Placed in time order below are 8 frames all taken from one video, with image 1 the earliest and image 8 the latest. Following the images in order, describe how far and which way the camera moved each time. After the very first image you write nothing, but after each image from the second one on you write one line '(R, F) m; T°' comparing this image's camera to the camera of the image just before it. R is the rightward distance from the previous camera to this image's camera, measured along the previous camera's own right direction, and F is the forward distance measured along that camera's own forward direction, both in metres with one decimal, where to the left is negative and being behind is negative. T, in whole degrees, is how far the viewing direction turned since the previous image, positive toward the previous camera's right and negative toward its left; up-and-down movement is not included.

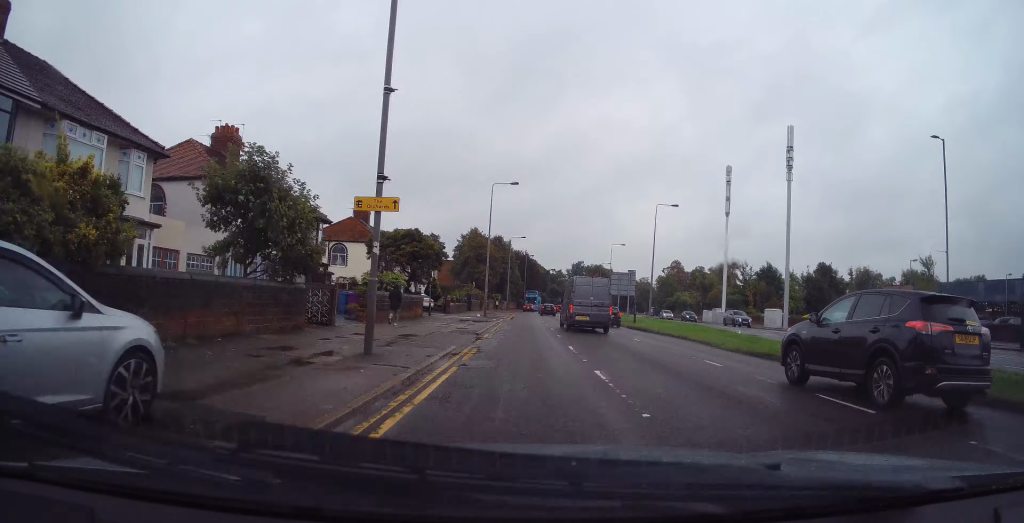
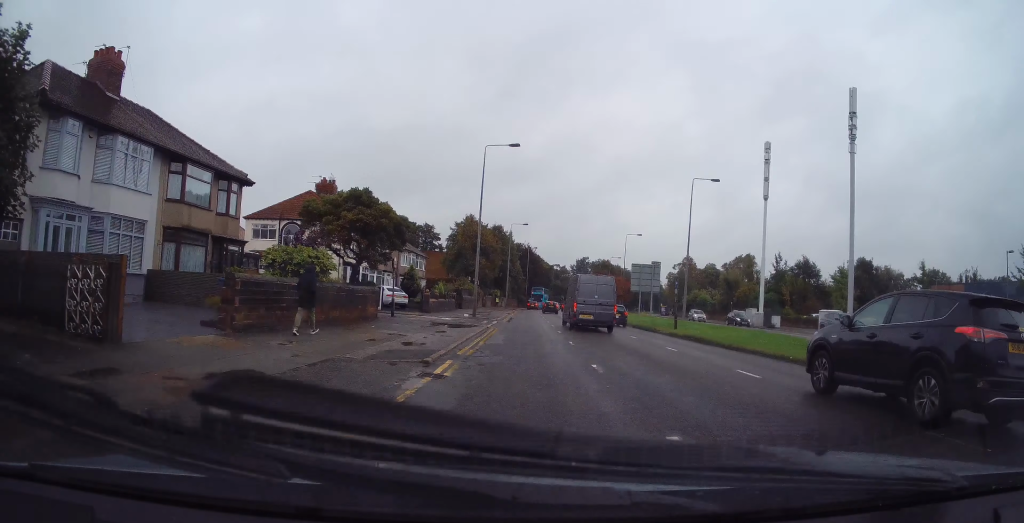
(0.0, +11.0) m; -1°
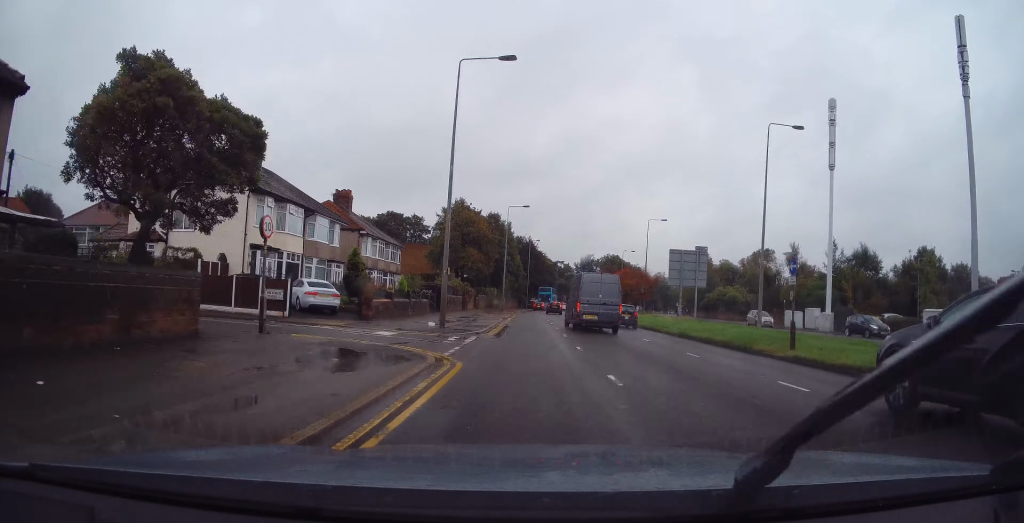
(-0.3, +13.8) m; +1°
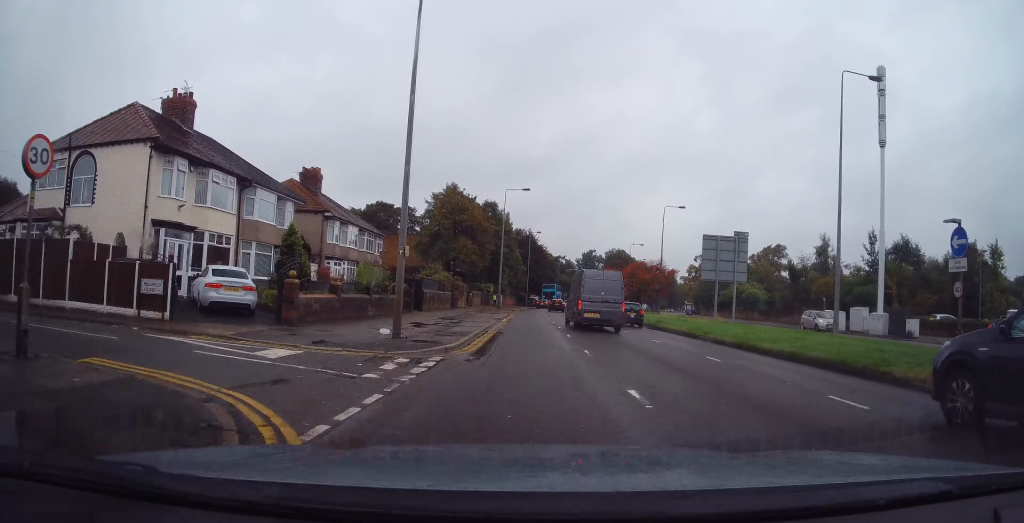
(+0.2, +7.6) m; 0°
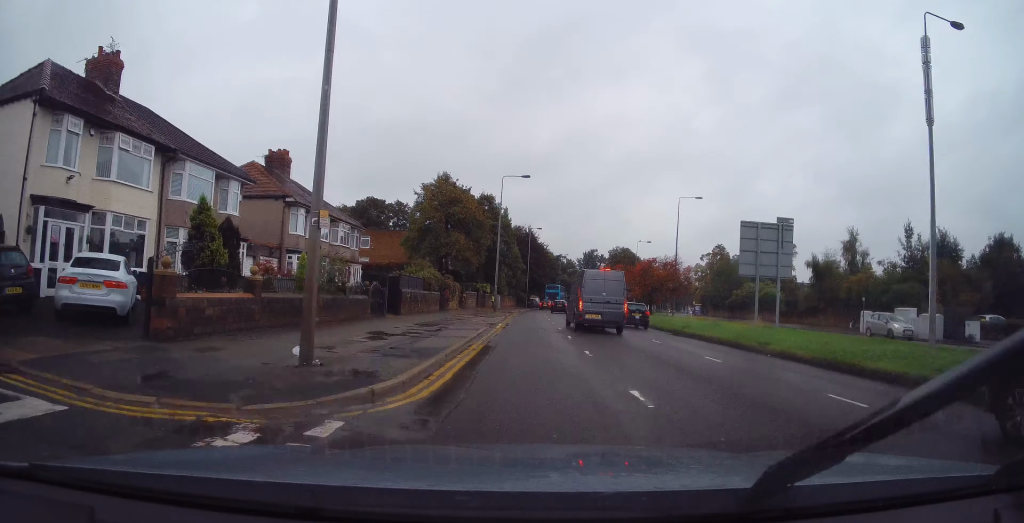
(+0.3, +5.9) m; 0°
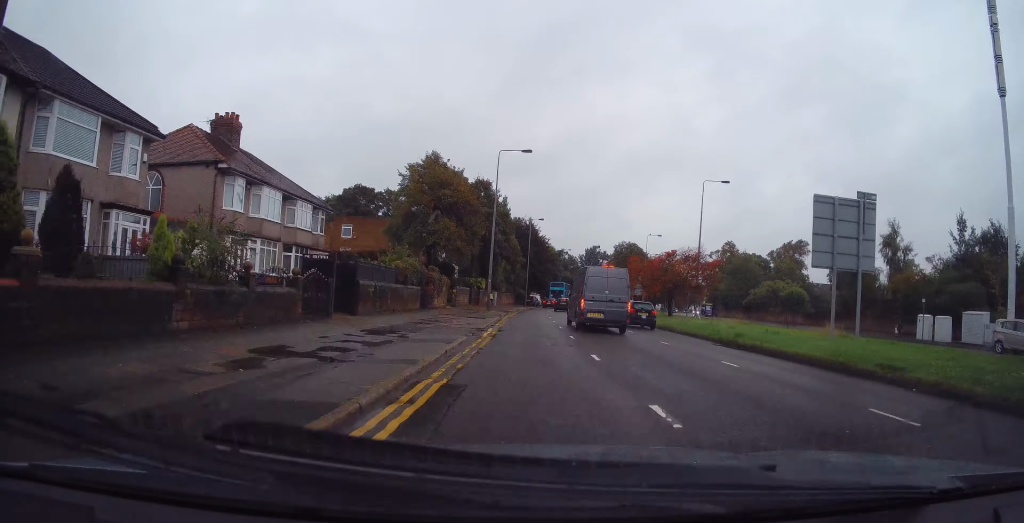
(-0.3, +7.1) m; -1°
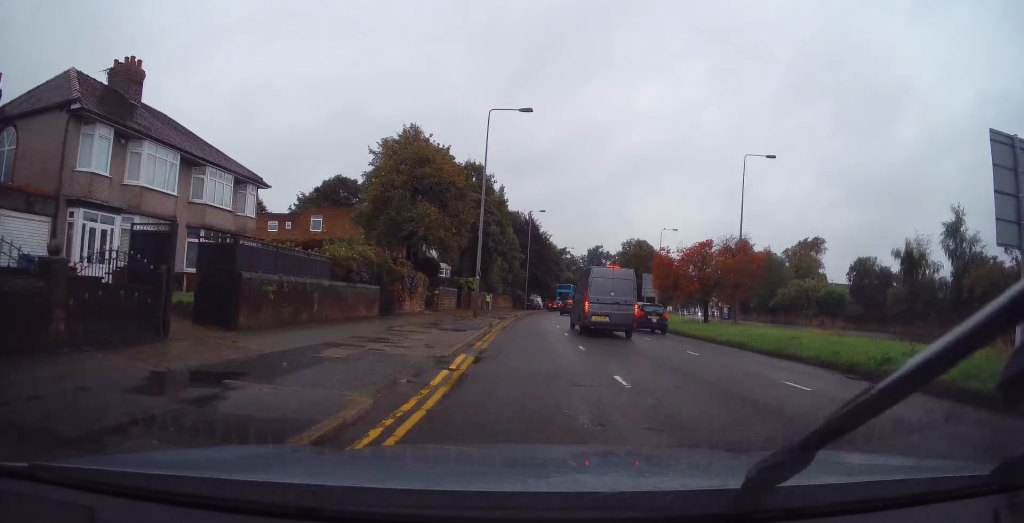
(-0.2, +9.1) m; 0°
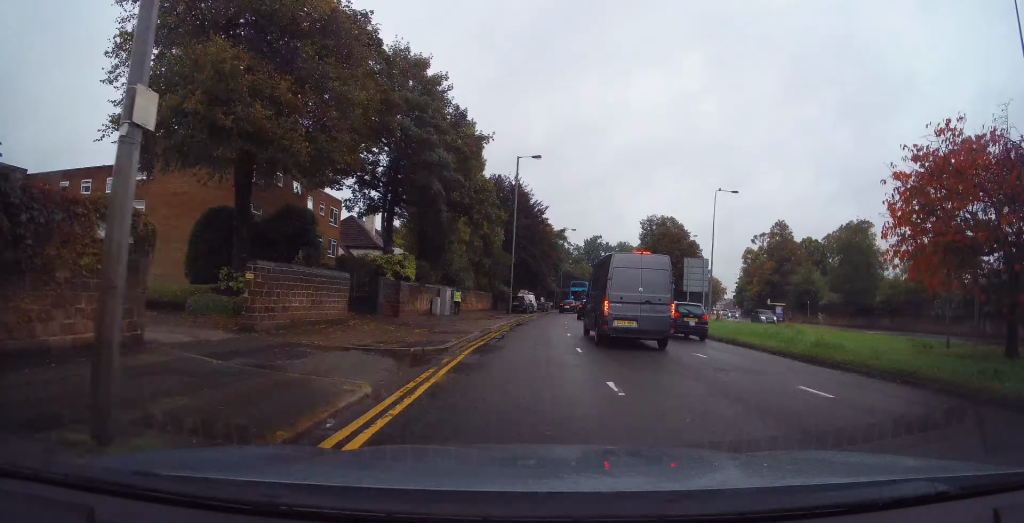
(+0.8, +25.2) m; +2°
